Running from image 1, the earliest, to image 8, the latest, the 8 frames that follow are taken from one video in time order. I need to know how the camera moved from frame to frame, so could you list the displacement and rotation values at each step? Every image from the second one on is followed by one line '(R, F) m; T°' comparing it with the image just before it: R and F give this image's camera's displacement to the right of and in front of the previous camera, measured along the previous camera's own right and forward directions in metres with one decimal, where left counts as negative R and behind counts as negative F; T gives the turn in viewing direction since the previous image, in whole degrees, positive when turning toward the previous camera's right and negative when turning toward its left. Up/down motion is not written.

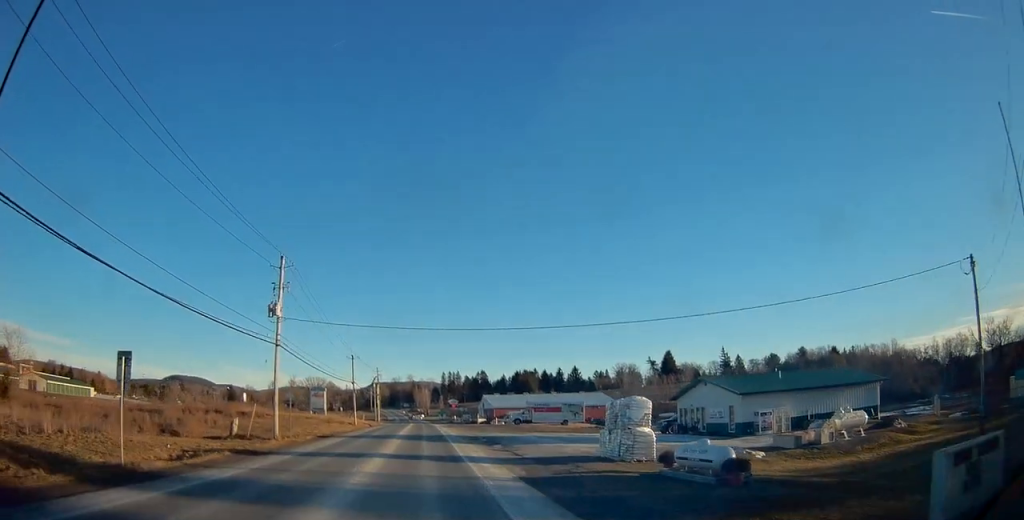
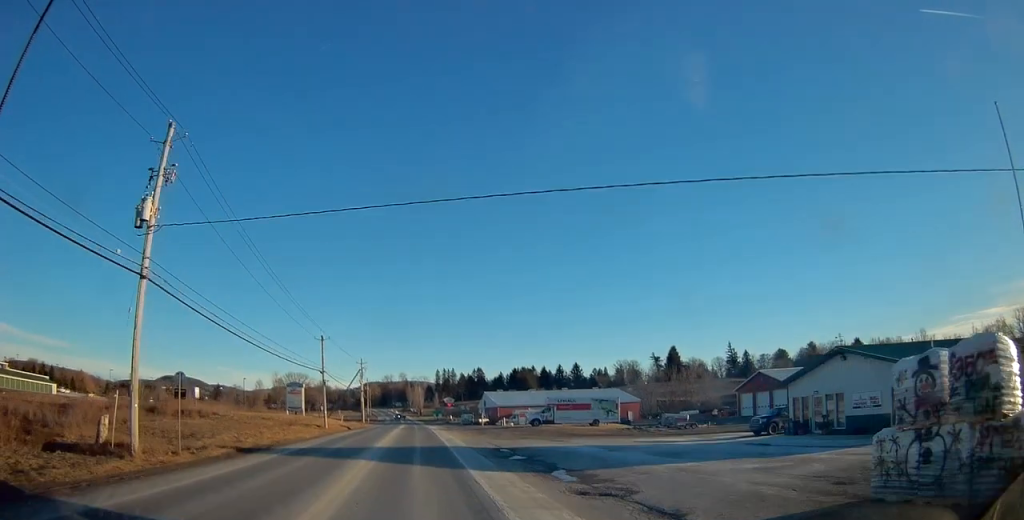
(-0.2, +17.6) m; -1°
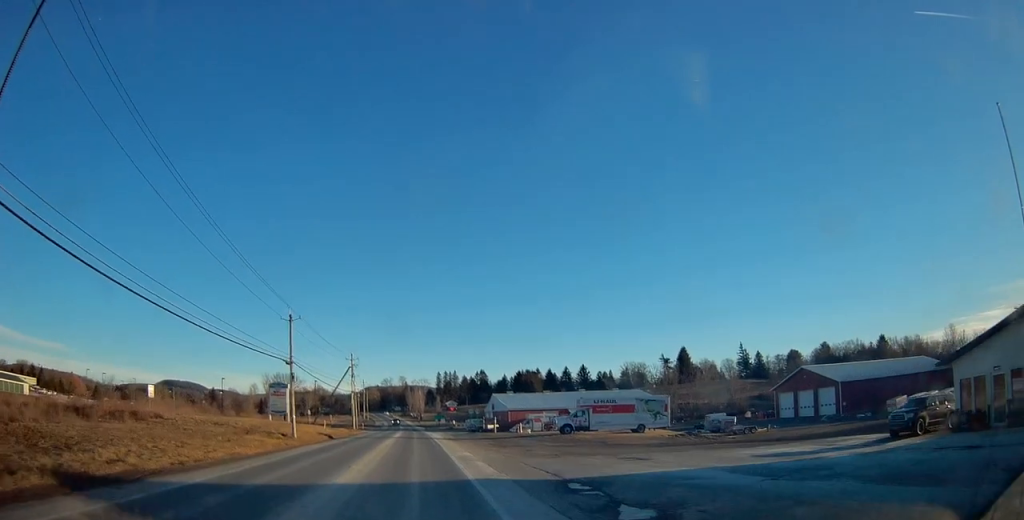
(-0.2, +13.7) m; 0°
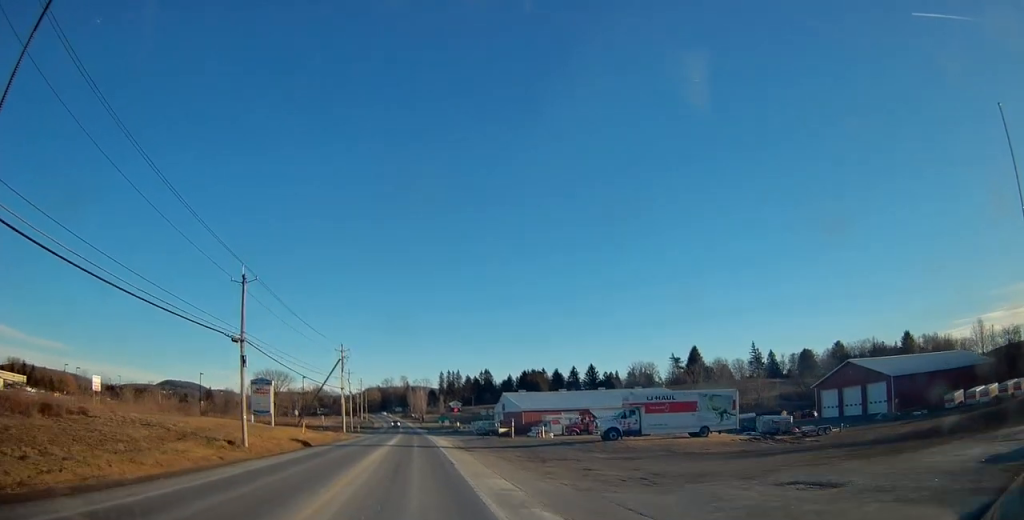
(+0.3, +12.1) m; +1°
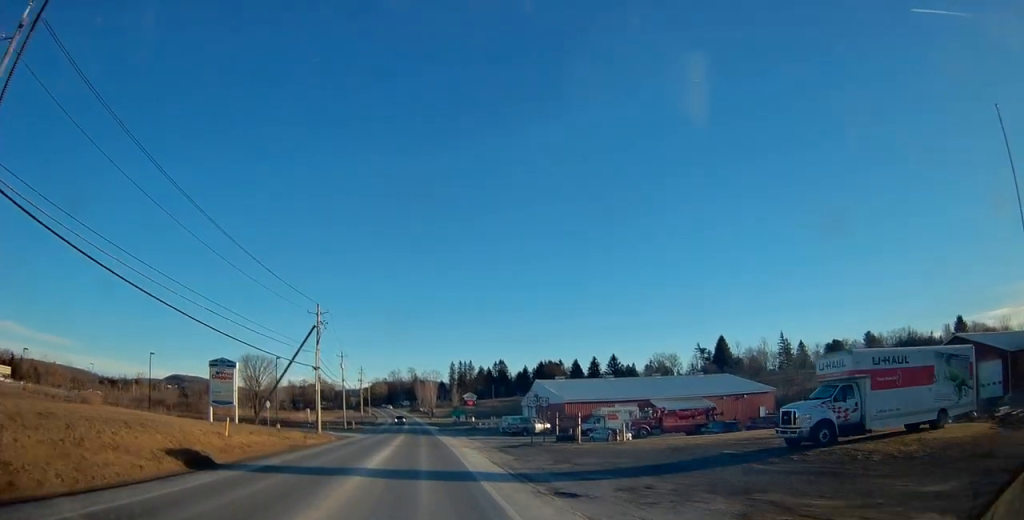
(-0.2, +21.7) m; -1°
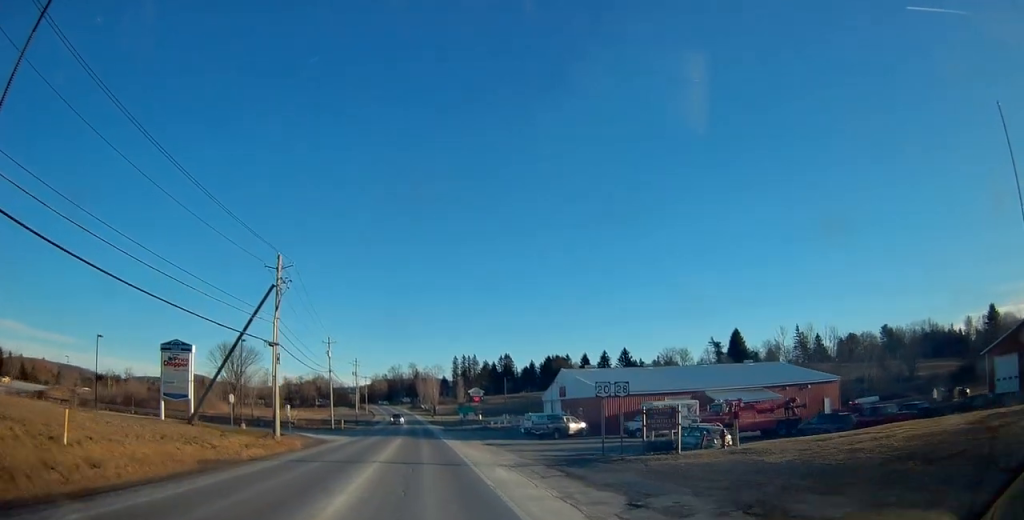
(-0.1, +14.2) m; -1°
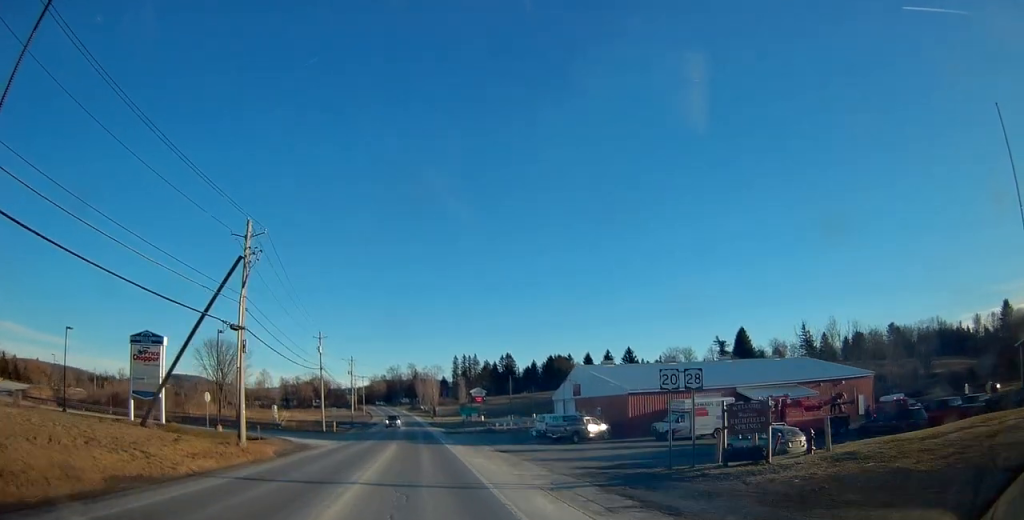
(0.0, +6.4) m; 0°
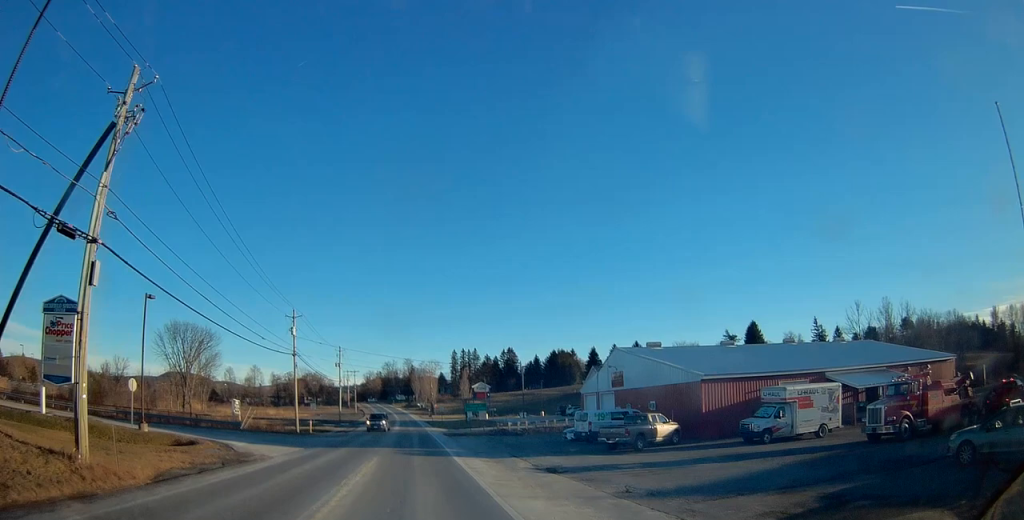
(-0.2, +13.4) m; +2°
